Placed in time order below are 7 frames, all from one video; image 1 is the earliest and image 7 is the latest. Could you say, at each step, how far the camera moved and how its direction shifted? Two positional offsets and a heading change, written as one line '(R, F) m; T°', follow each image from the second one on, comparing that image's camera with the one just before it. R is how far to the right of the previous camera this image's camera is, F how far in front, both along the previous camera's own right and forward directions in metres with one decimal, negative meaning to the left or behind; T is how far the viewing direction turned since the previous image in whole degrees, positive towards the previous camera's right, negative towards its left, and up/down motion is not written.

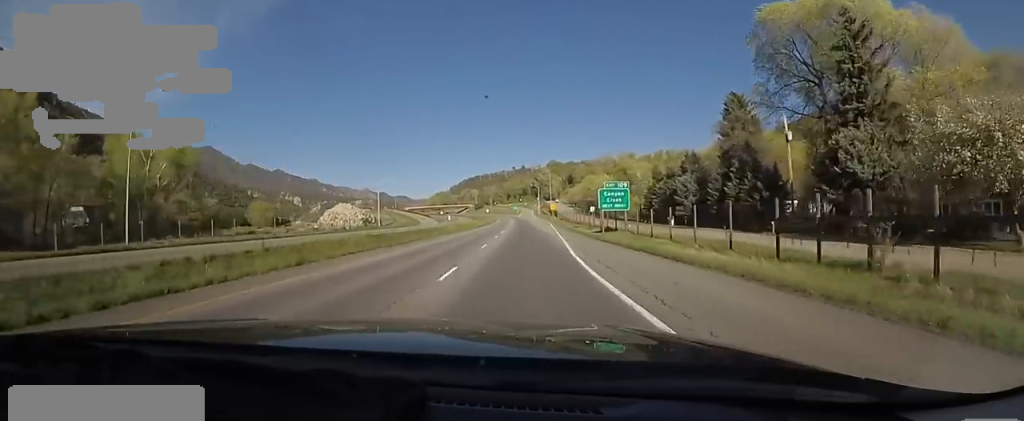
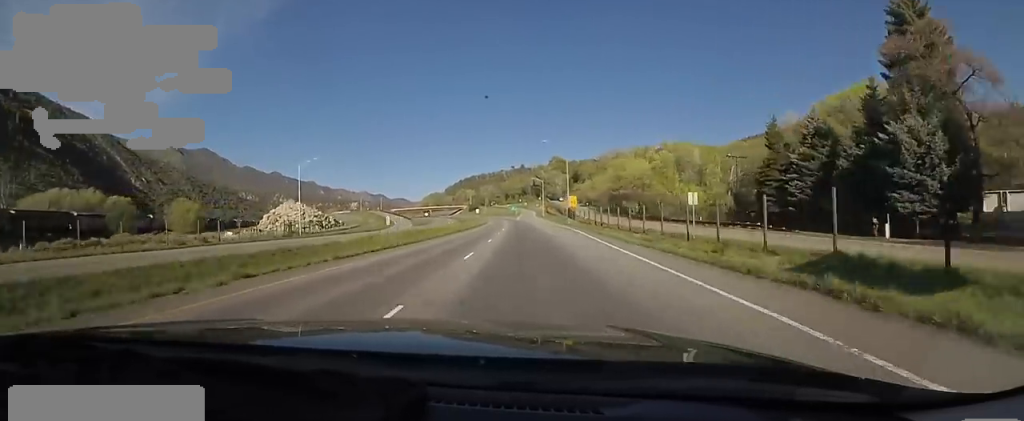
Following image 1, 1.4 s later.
(+0.2, +42.3) m; 0°
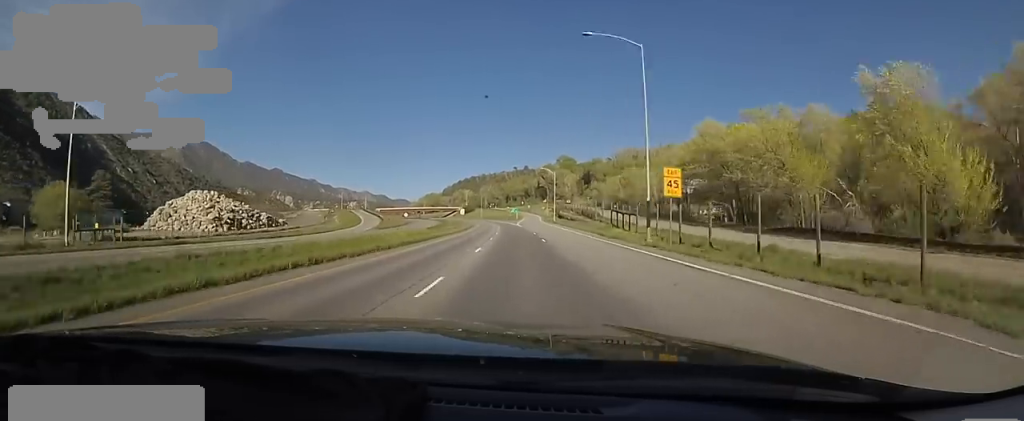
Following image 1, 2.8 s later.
(+1.0, +43.4) m; 0°
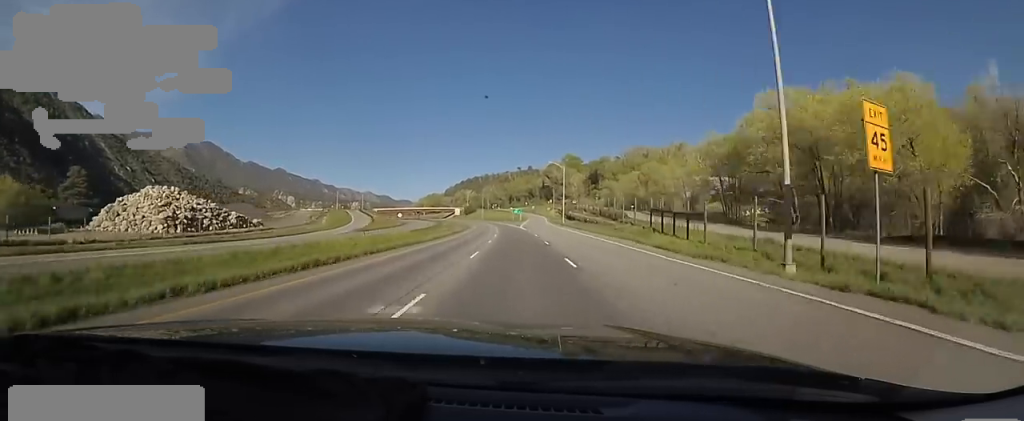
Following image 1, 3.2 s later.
(-0.7, +14.5) m; -1°
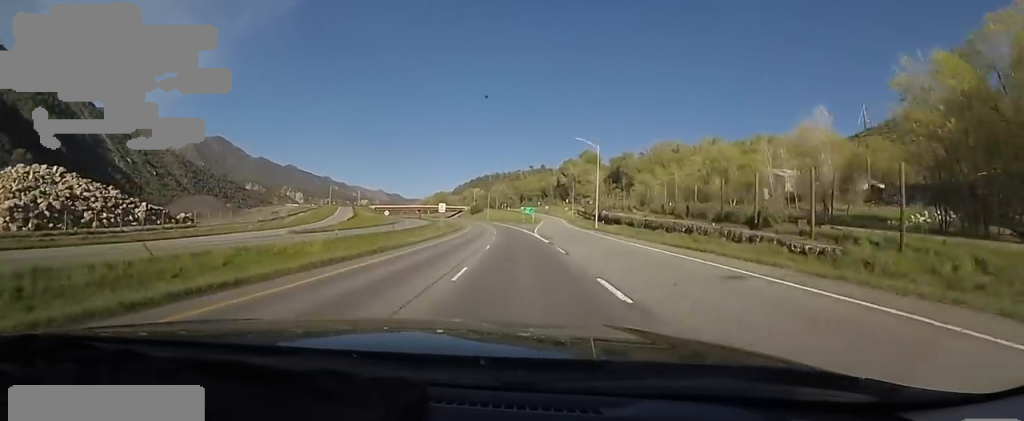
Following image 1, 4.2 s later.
(-0.8, +30.0) m; -1°
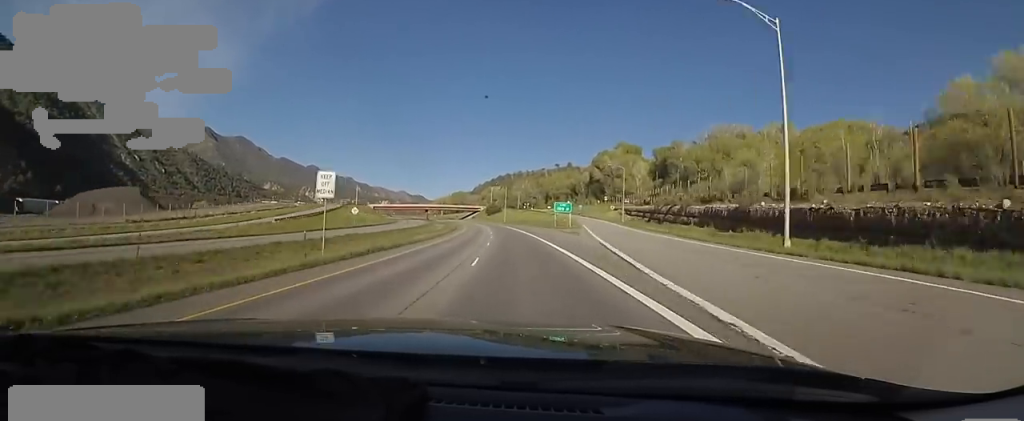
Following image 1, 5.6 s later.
(0.0, +44.5) m; -2°
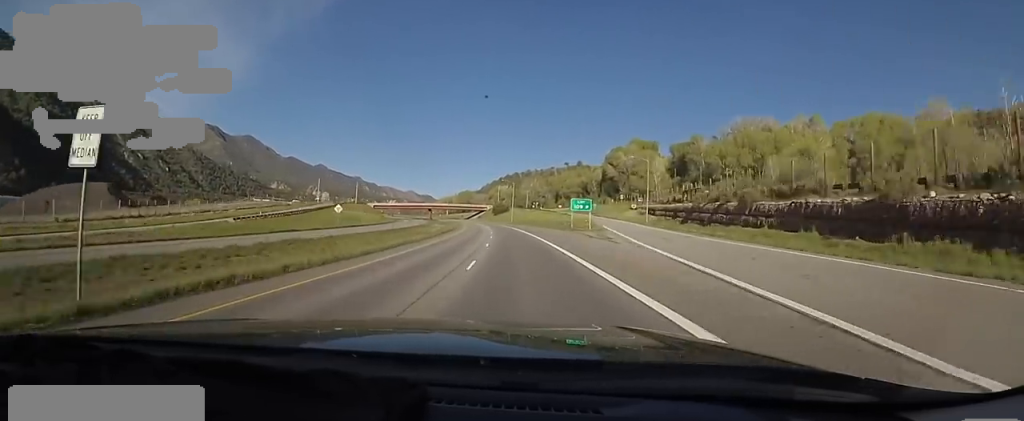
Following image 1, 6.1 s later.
(-0.4, +13.4) m; -1°
